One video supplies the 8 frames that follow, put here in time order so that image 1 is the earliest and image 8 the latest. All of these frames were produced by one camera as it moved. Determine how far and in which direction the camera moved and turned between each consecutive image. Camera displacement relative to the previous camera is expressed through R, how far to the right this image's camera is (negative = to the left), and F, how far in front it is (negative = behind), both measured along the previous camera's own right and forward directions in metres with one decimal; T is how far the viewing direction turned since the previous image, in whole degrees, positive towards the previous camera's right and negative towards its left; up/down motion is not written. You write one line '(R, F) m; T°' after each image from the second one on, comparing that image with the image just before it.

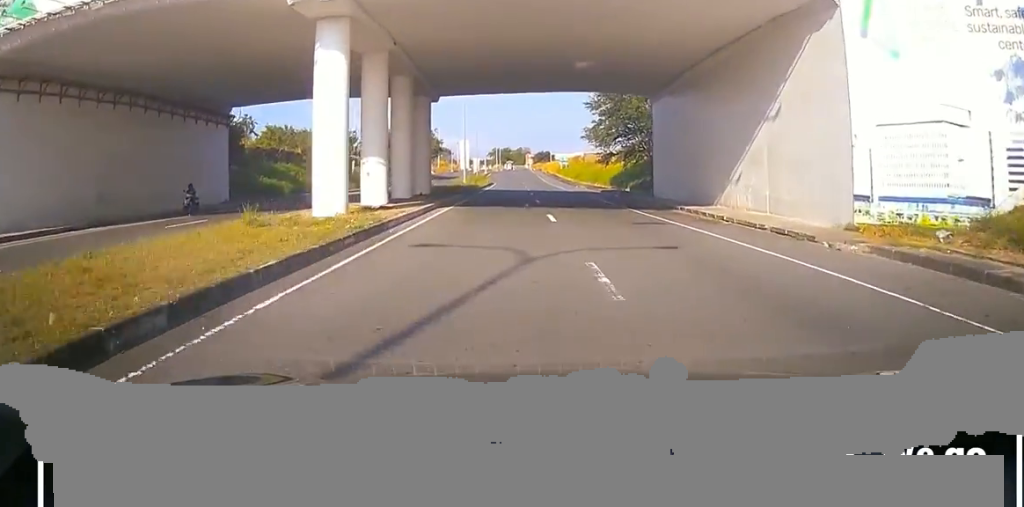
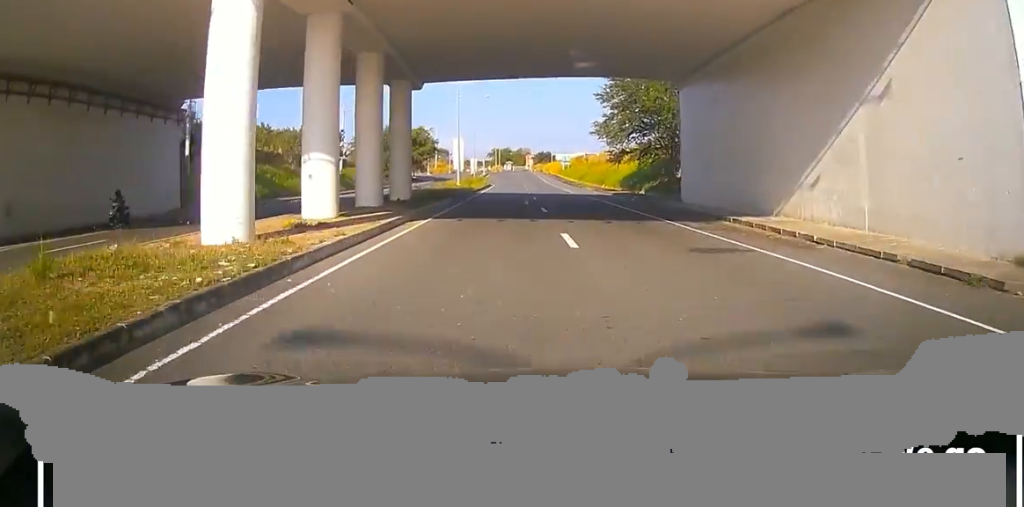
(0.0, +6.8) m; 0°
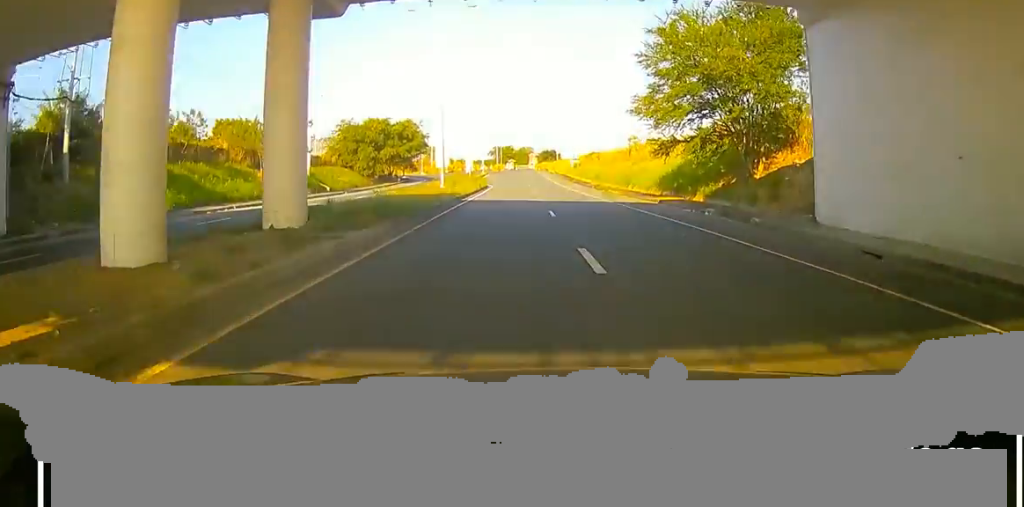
(0.0, +15.1) m; 0°
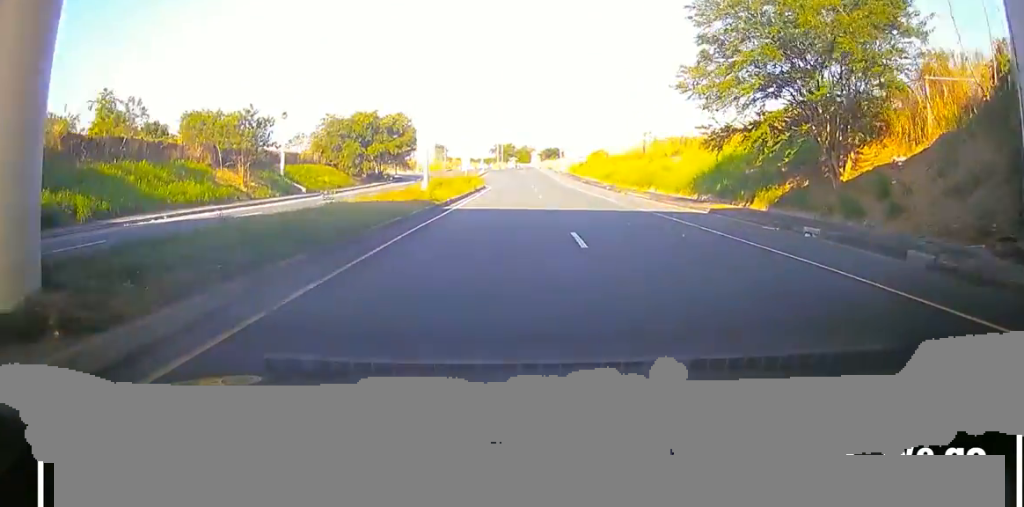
(0.0, +8.9) m; 0°
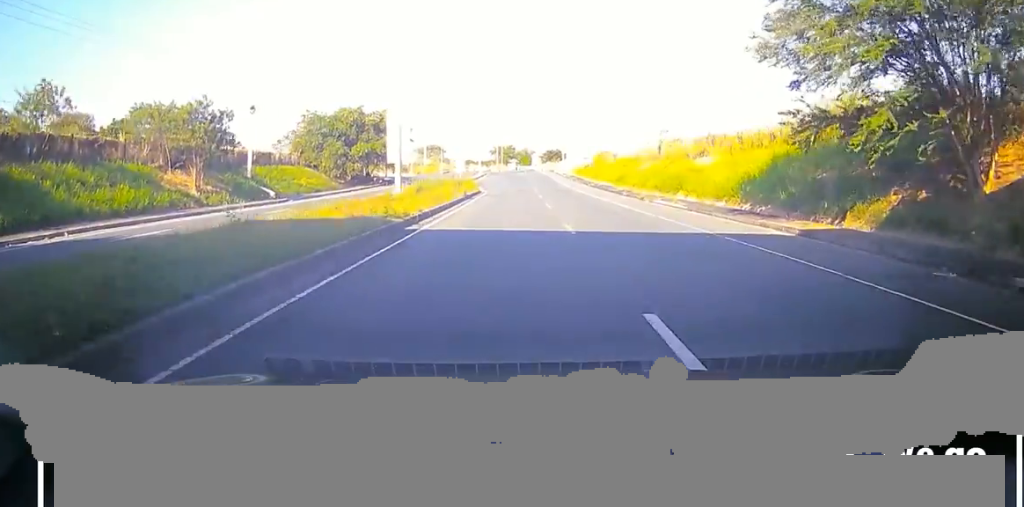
(0.0, +8.3) m; -2°
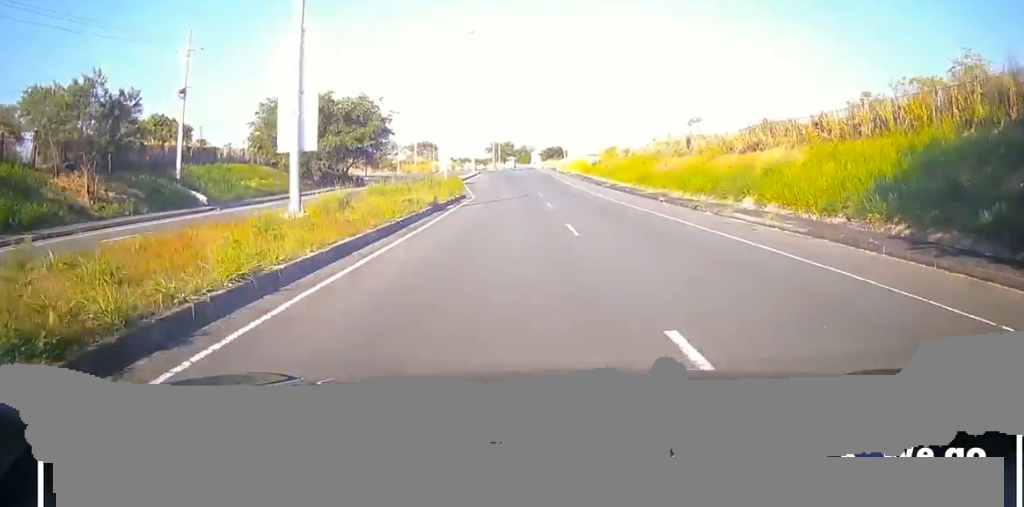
(-0.3, +12.2) m; -2°
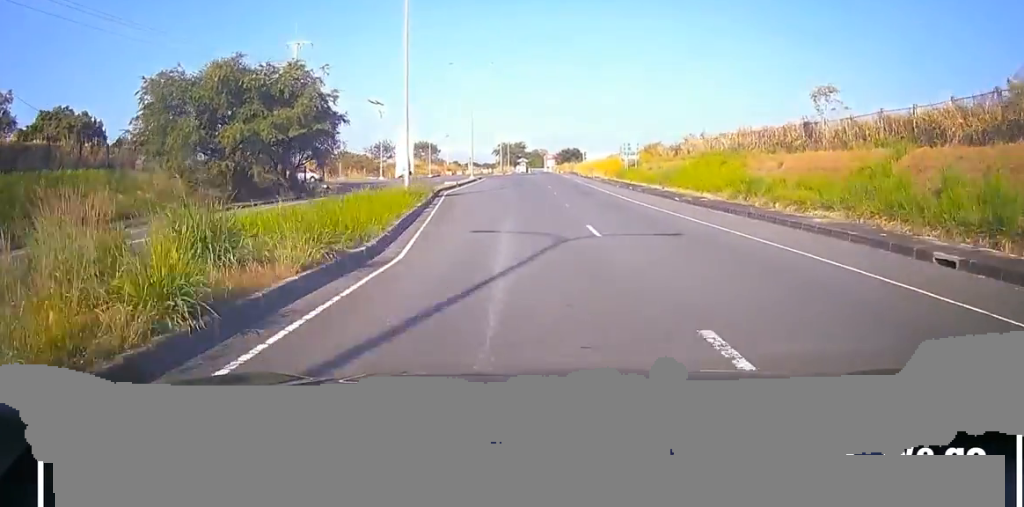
(-0.3, +22.5) m; +3°
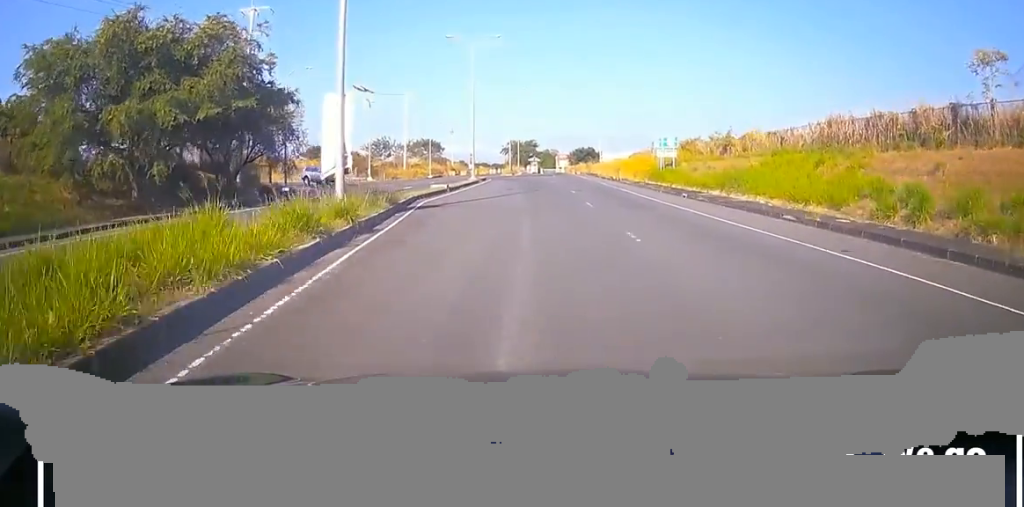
(+0.6, +12.5) m; -7°
